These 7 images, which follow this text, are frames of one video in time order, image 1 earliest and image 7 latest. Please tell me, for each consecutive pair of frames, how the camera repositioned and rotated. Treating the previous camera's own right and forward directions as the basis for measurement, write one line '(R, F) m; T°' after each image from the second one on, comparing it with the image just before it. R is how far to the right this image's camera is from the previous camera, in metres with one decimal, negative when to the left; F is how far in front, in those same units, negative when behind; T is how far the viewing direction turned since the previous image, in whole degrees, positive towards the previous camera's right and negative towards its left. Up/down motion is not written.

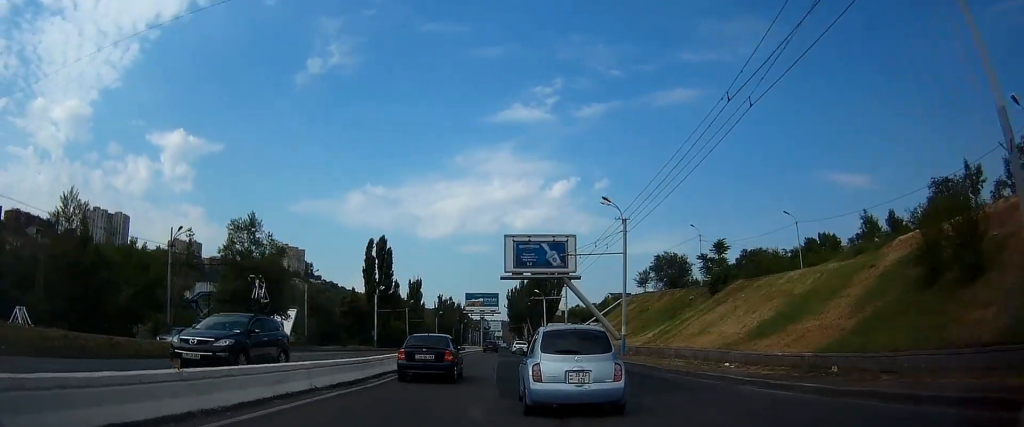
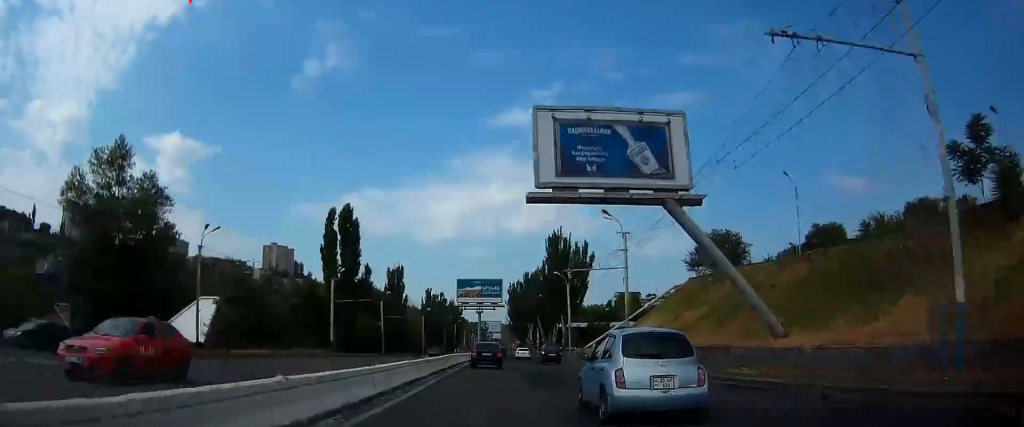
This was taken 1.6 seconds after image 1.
(+0.2, +28.6) m; -1°
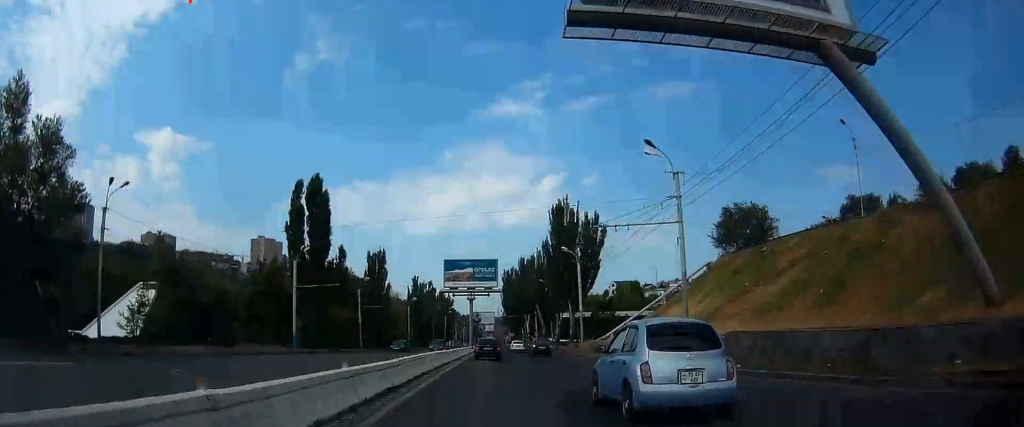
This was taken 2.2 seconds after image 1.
(-0.4, +12.6) m; -1°
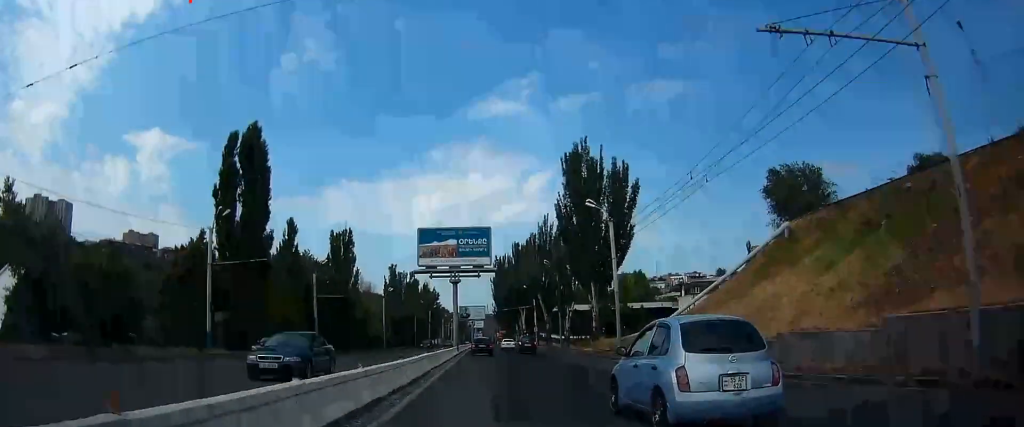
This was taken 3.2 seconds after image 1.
(-0.1, +18.7) m; 0°
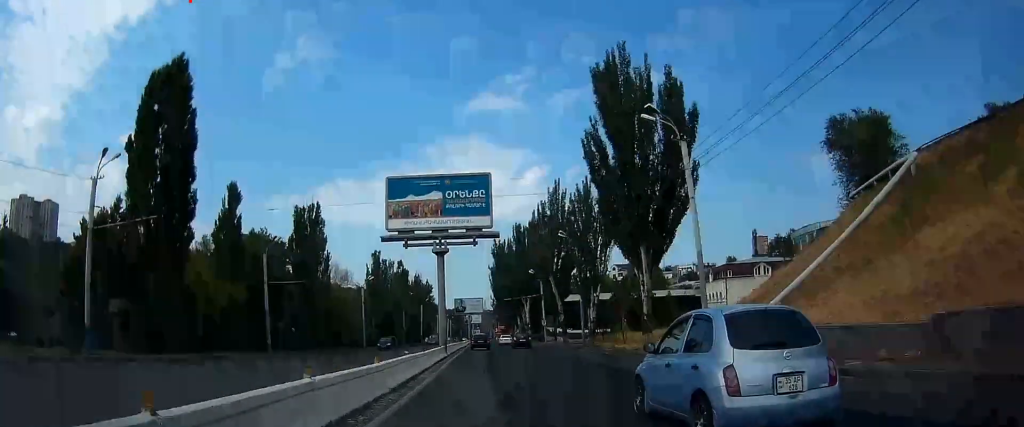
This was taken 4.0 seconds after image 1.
(+0.2, +15.6) m; +1°
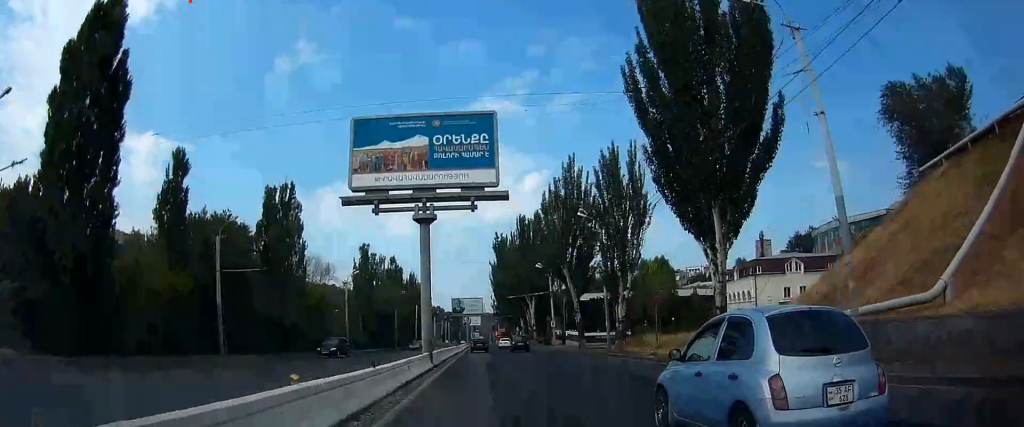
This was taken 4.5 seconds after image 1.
(+0.1, +10.4) m; +1°
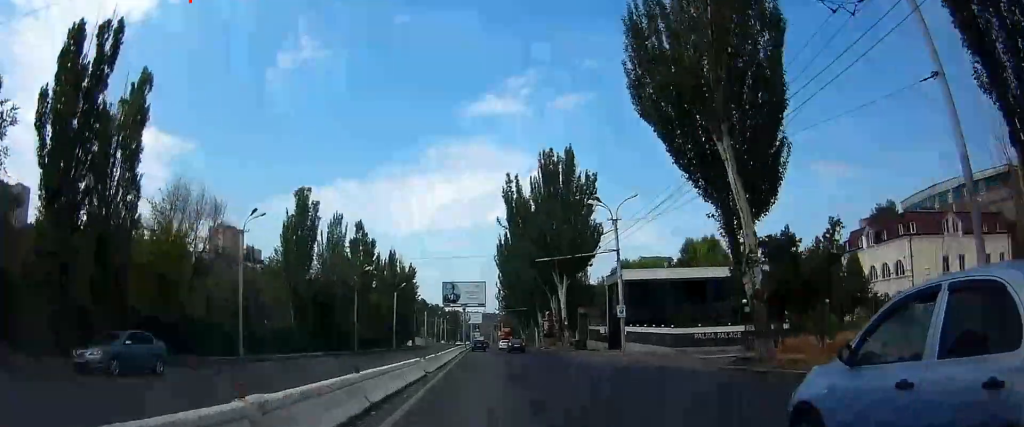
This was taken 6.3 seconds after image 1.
(+0.1, +34.2) m; 0°
